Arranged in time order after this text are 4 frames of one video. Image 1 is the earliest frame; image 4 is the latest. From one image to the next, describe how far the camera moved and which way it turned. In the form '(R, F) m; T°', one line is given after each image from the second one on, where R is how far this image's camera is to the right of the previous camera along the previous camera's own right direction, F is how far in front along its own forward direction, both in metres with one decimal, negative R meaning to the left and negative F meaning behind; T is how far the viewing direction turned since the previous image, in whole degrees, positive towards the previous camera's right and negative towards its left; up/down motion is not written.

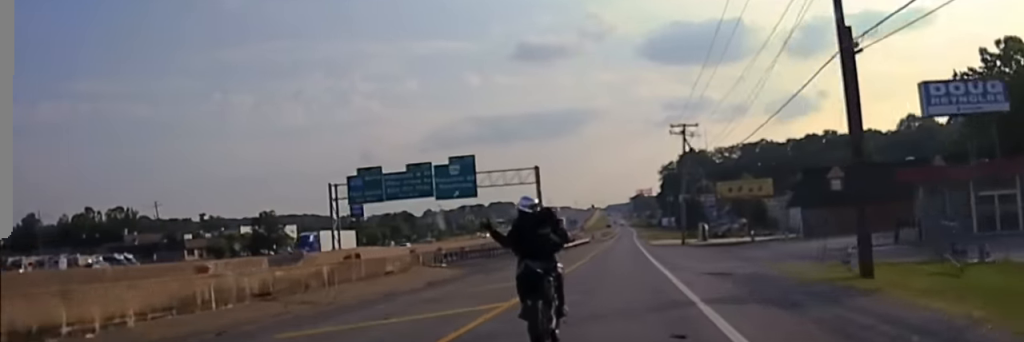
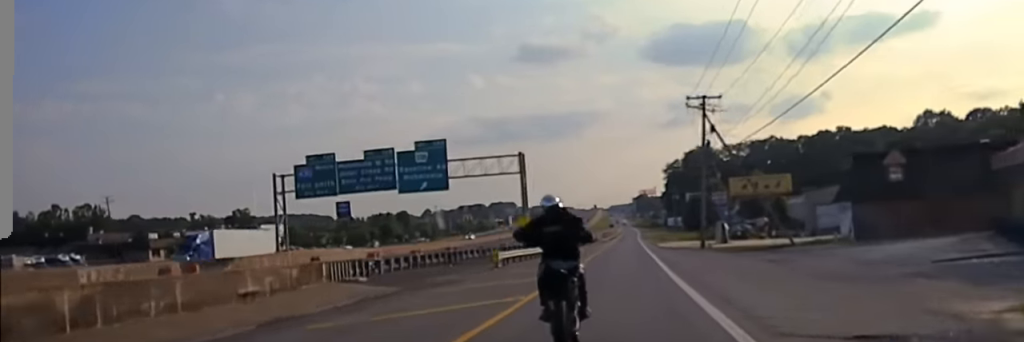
(-0.1, +15.5) m; 0°
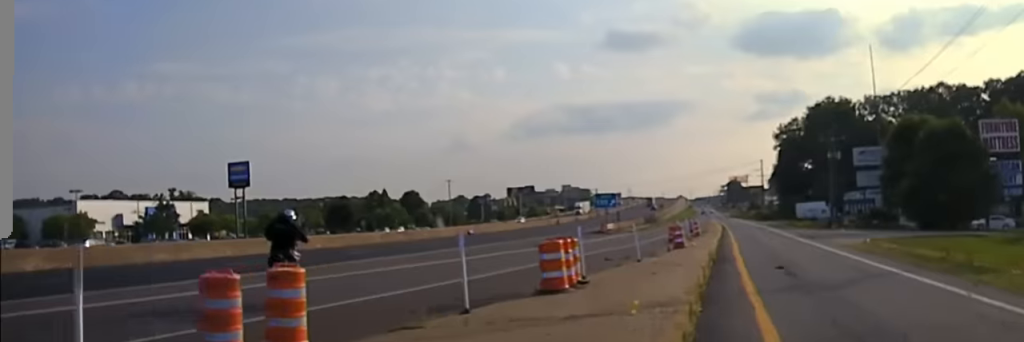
(-1.4, +117.1) m; -3°
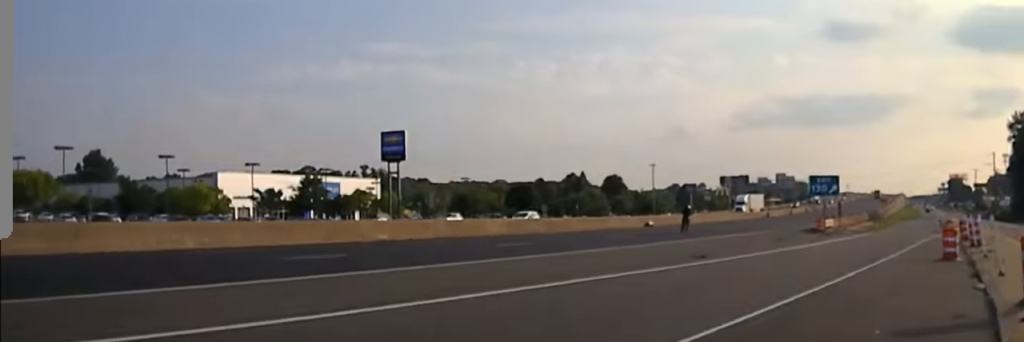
(-1.7, +29.0) m; -10°
